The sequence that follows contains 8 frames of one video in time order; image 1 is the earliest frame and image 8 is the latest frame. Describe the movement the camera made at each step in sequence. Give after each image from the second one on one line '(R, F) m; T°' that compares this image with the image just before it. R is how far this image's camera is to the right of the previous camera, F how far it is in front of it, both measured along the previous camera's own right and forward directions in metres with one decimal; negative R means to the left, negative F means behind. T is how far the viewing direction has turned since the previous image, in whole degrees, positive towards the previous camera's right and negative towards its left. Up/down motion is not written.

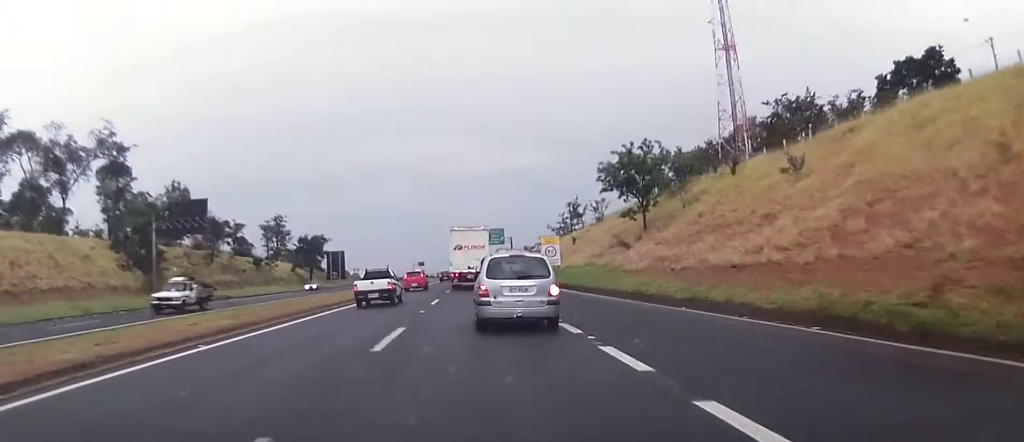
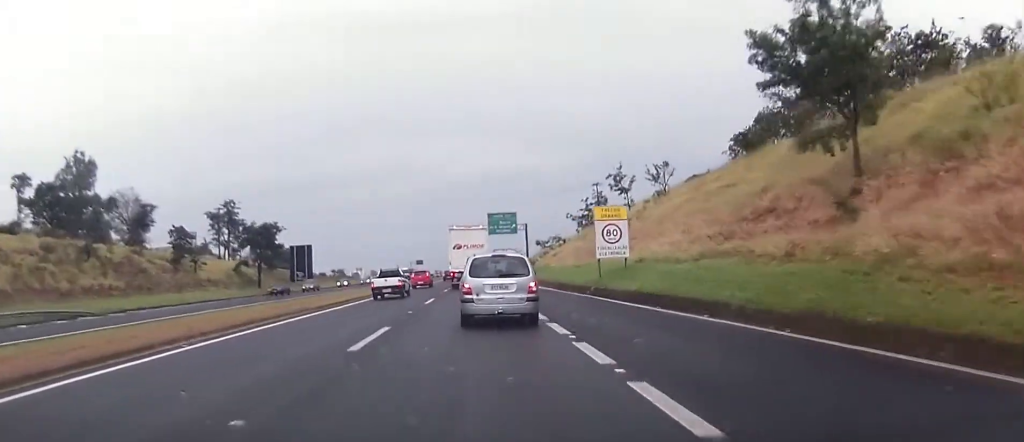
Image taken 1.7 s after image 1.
(-0.3, +30.2) m; -1°
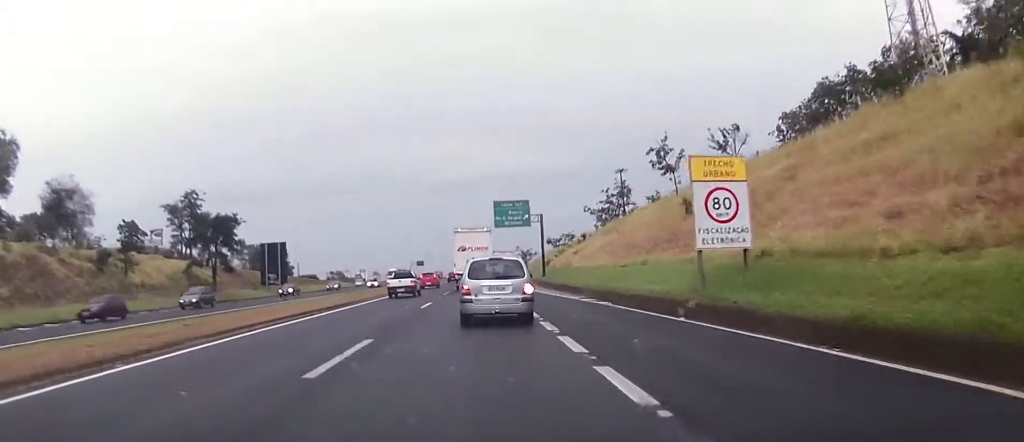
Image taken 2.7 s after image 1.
(+0.2, +16.1) m; 0°
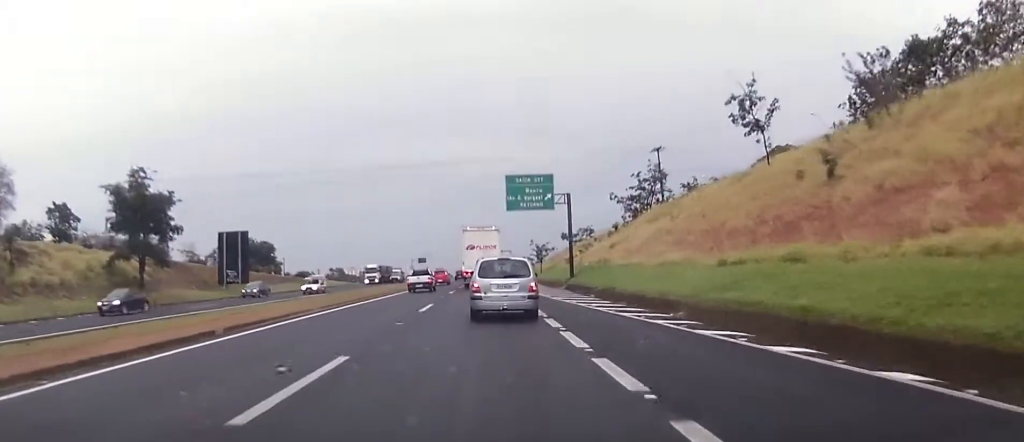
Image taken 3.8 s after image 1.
(-0.2, +15.5) m; -1°
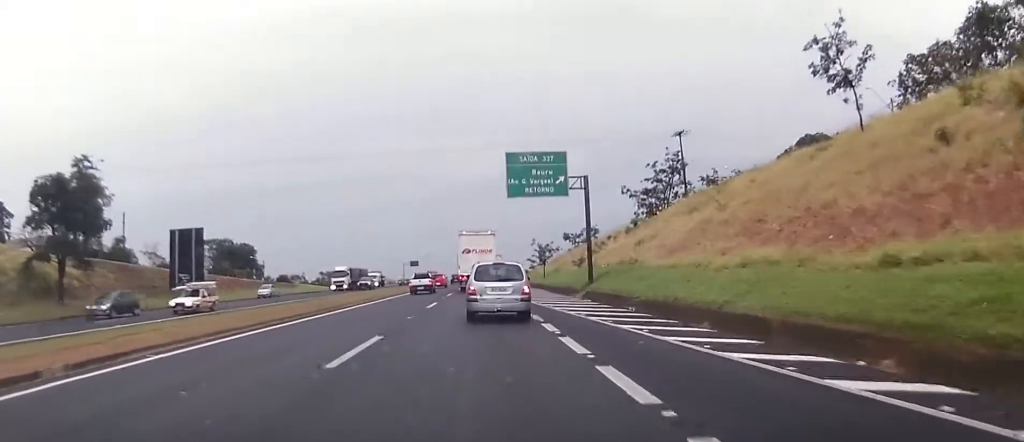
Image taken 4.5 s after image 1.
(0.0, +9.9) m; 0°
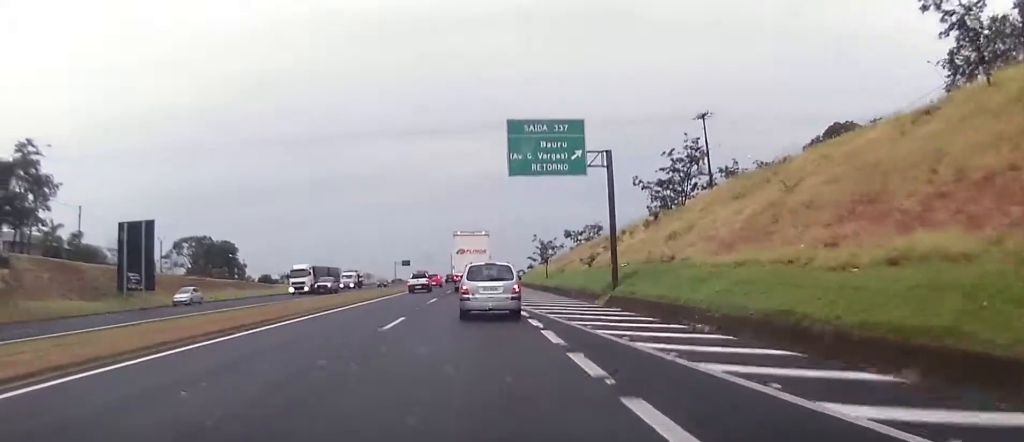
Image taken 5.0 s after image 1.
(0.0, +8.3) m; 0°
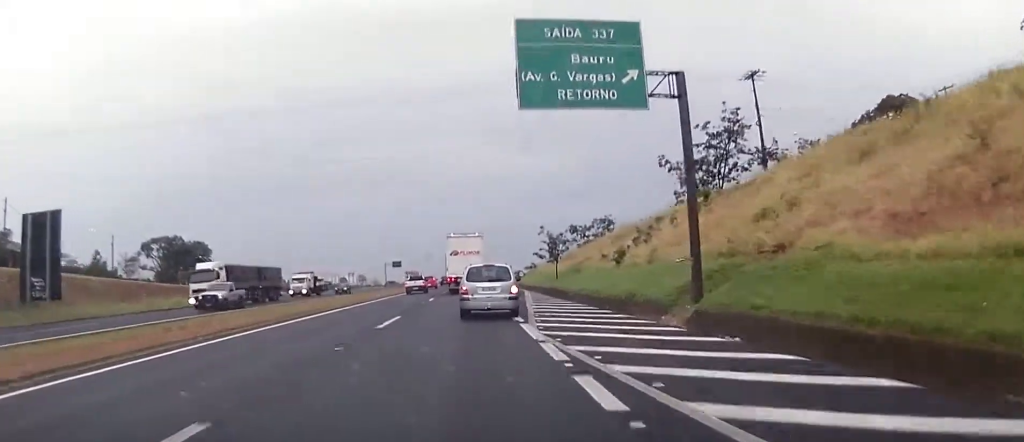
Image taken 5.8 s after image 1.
(+0.2, +12.3) m; 0°
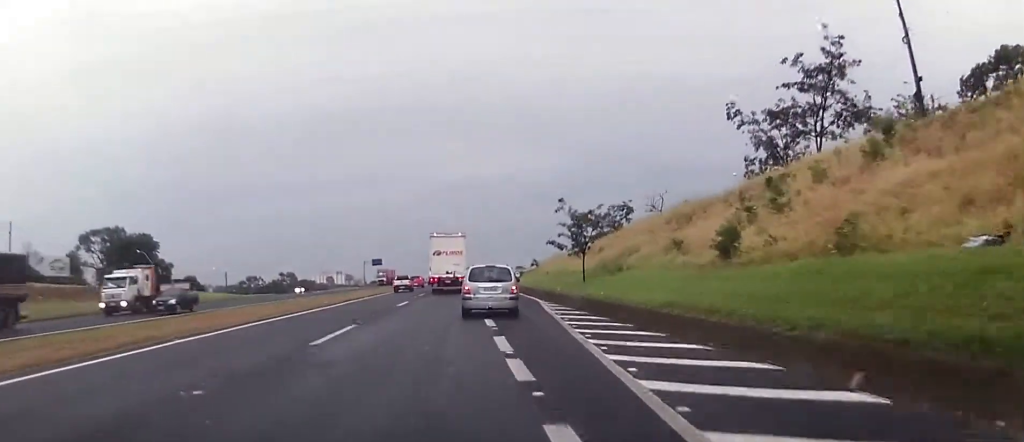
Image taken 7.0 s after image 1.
(-0.1, +19.9) m; +1°
